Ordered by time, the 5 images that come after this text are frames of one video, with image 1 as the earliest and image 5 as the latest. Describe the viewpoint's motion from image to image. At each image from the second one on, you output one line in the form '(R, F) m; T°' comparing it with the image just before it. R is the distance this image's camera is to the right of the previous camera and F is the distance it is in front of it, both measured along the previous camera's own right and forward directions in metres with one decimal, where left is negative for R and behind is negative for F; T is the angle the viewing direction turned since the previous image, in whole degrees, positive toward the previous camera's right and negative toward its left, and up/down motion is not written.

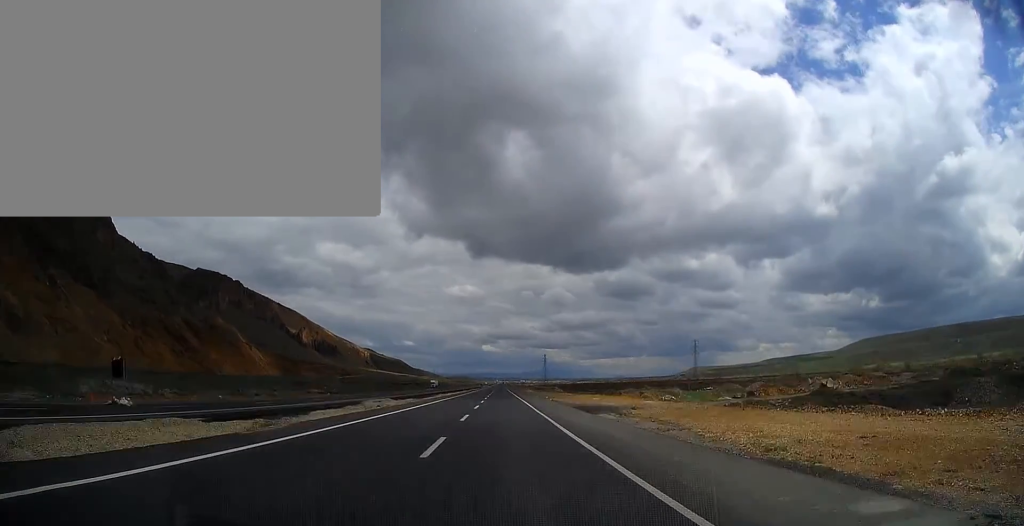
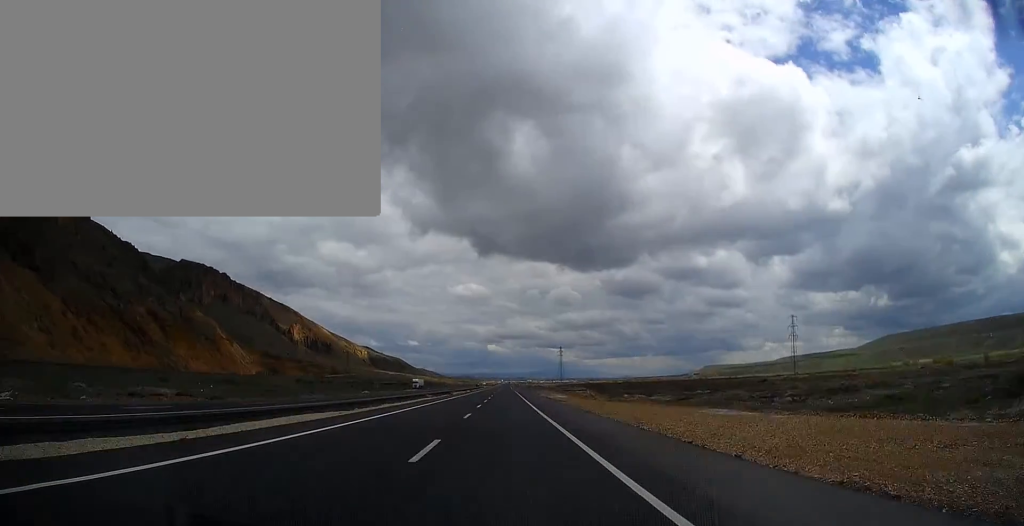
(0.0, +88.9) m; 0°
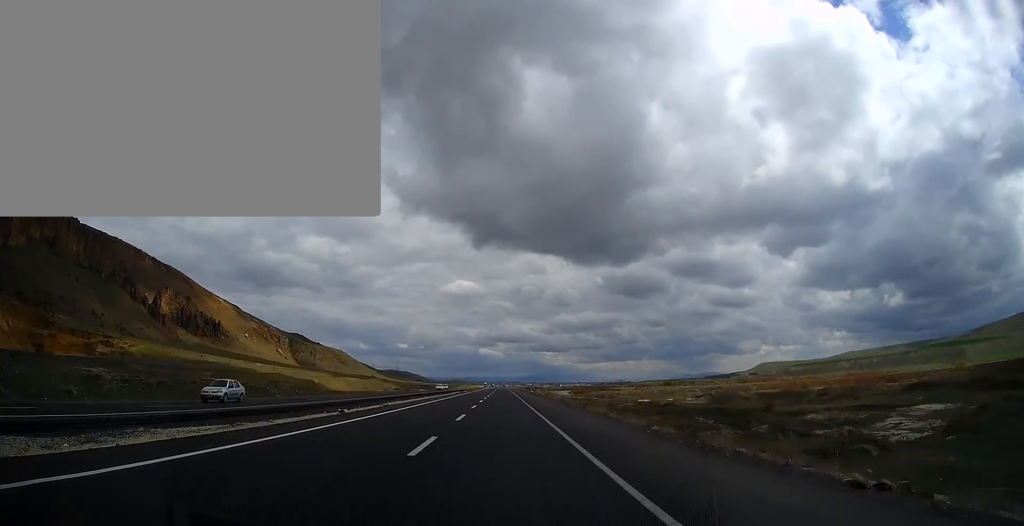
(+2.1, +475.6) m; 0°
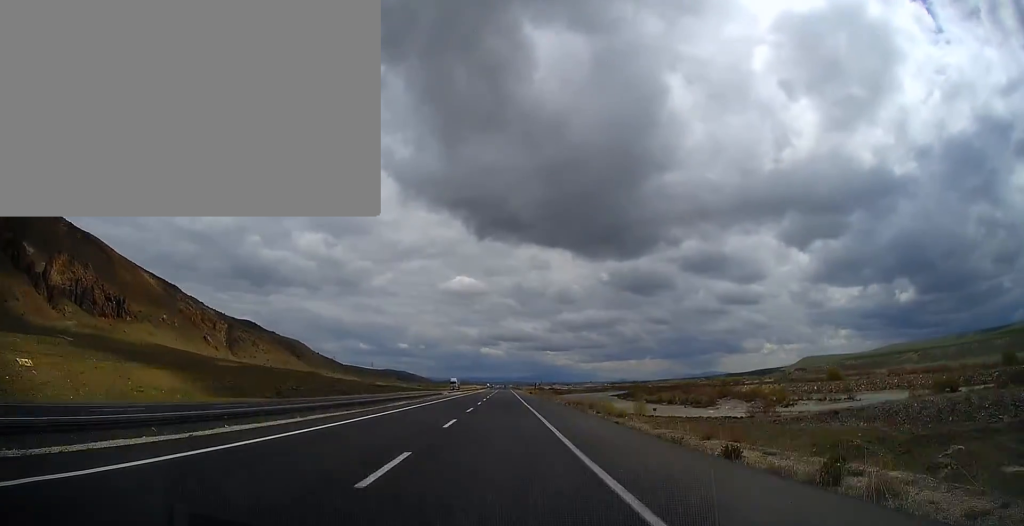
(-0.3, +221.0) m; 0°
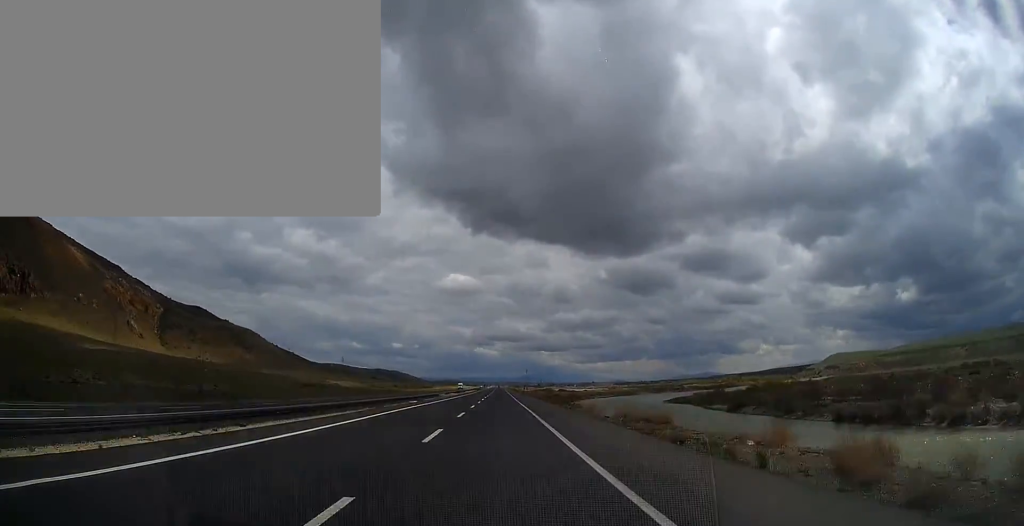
(-0.1, +138.8) m; 0°
